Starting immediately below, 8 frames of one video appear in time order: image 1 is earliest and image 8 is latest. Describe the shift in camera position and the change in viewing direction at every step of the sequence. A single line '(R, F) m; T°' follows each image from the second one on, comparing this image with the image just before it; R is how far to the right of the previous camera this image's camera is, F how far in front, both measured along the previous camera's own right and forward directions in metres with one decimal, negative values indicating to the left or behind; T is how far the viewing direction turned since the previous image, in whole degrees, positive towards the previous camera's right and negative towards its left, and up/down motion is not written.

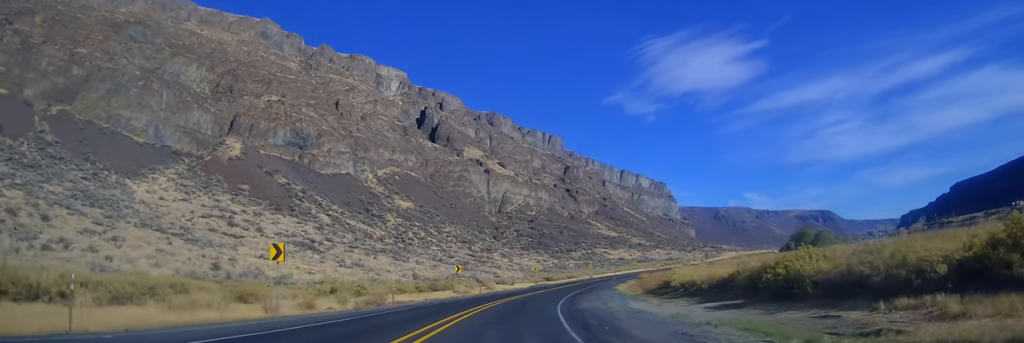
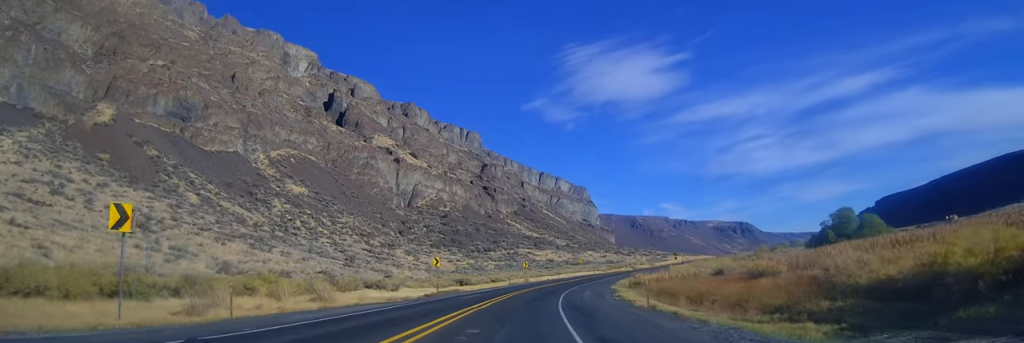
(+3.1, +45.0) m; +8°
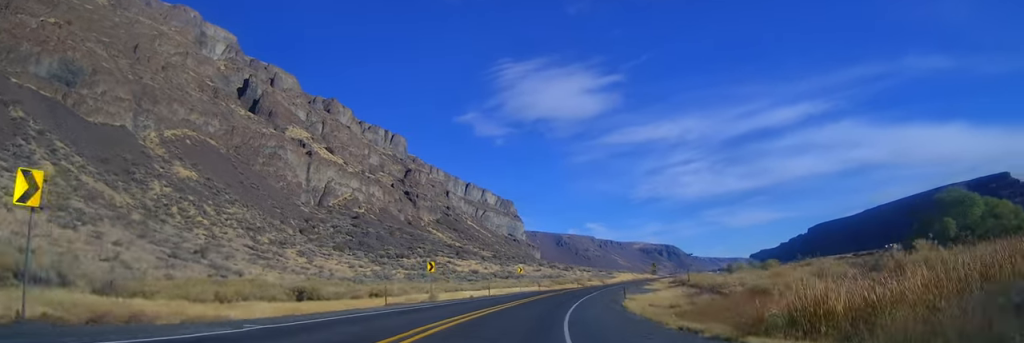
(+1.8, +38.5) m; +8°
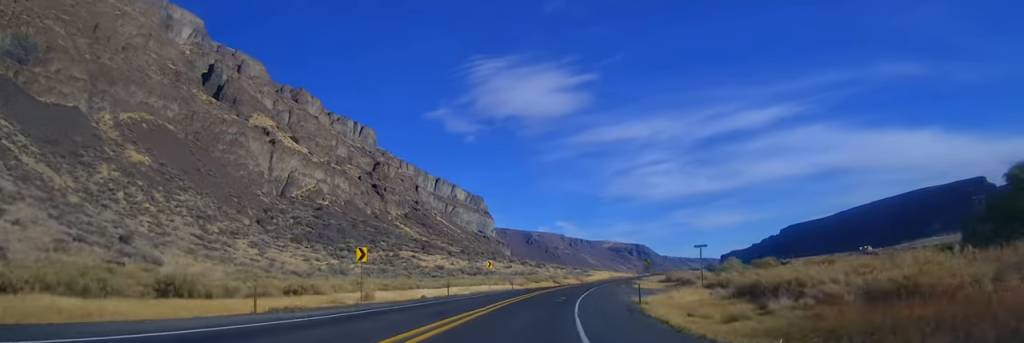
(+0.7, +13.5) m; +3°
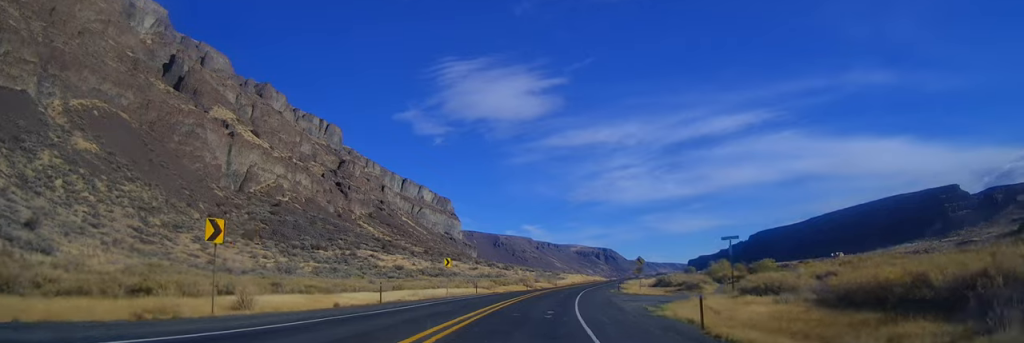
(+0.5, +13.6) m; +3°
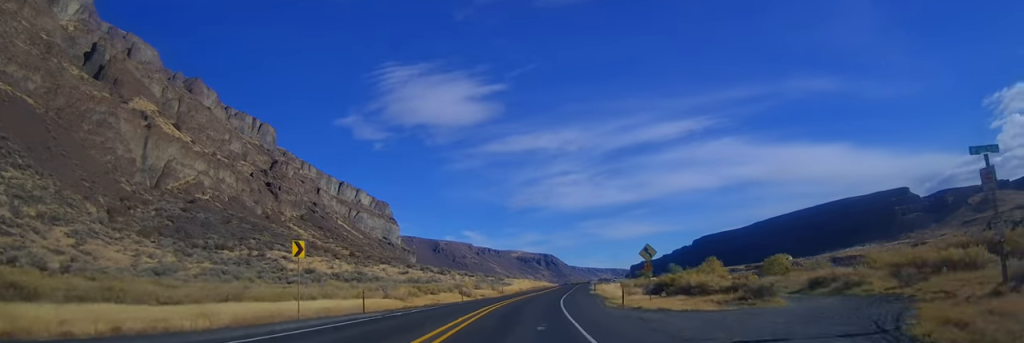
(+0.7, +26.3) m; +5°
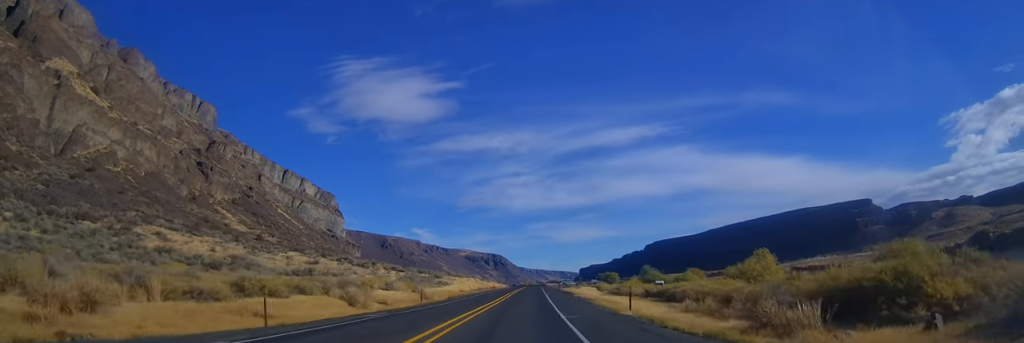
(+2.8, +37.6) m; +7°
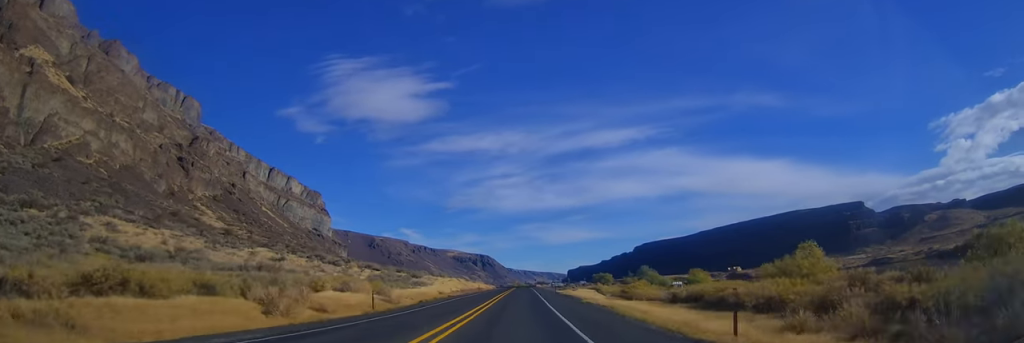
(+0.1, +12.8) m; +2°
